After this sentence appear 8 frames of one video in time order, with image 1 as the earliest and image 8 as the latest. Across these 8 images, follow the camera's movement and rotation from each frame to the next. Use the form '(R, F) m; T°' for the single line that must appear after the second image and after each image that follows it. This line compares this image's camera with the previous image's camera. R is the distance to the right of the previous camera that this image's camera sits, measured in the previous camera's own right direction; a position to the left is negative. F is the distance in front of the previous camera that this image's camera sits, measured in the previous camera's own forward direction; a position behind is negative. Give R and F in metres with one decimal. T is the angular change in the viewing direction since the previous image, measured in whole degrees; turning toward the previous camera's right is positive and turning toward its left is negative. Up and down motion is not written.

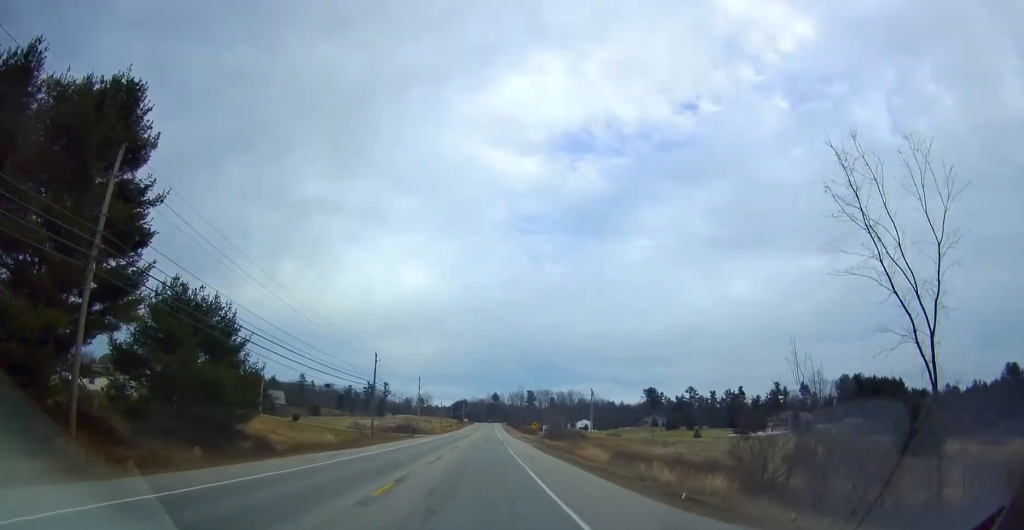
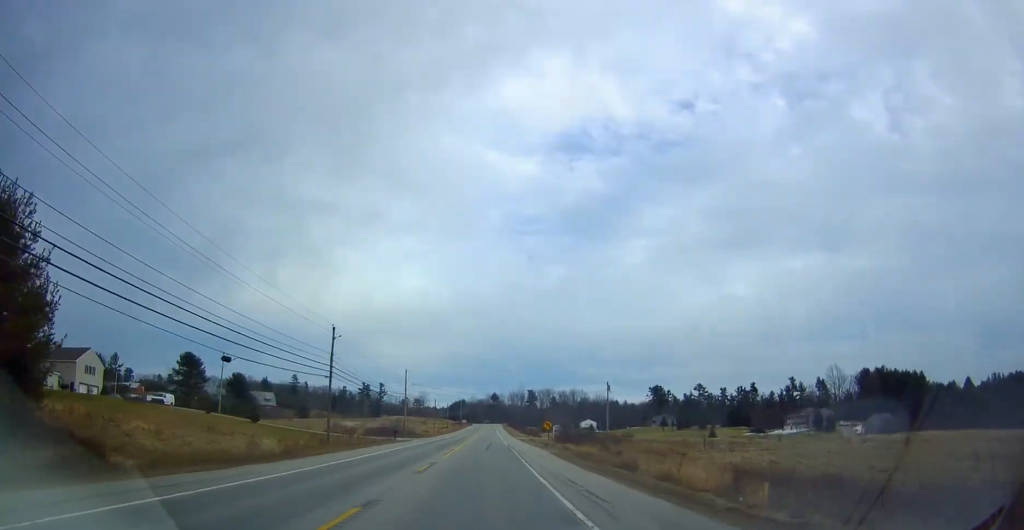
(0.0, +16.7) m; 0°
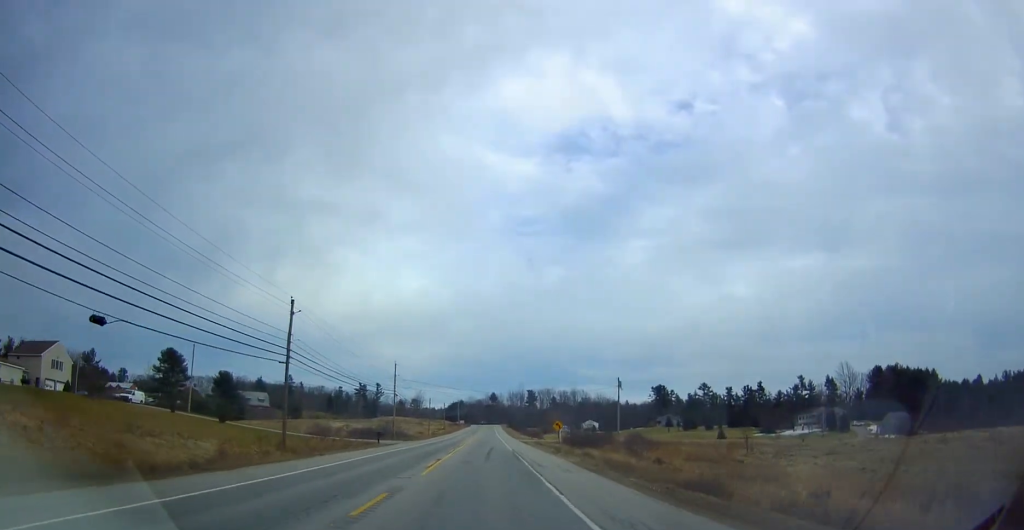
(0.0, +9.4) m; +1°
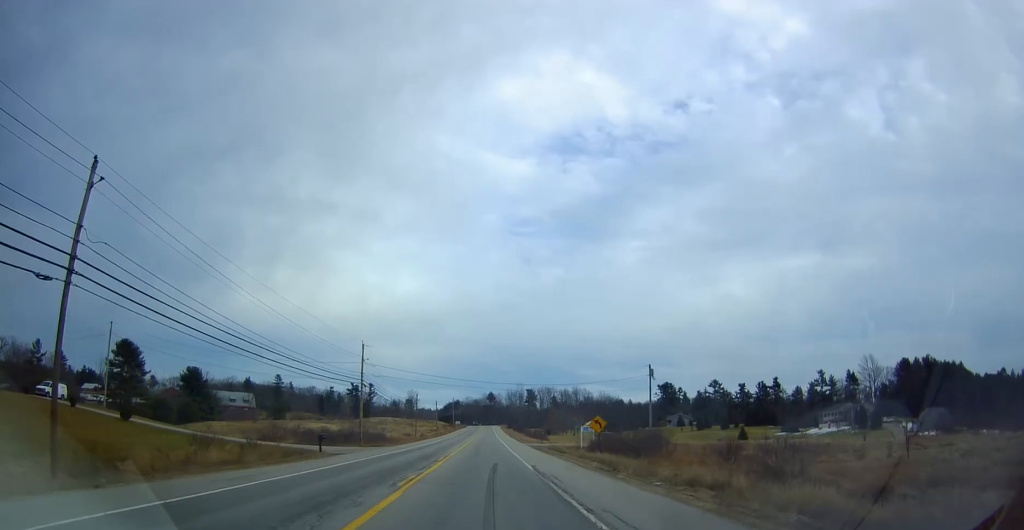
(+0.1, +19.6) m; +1°
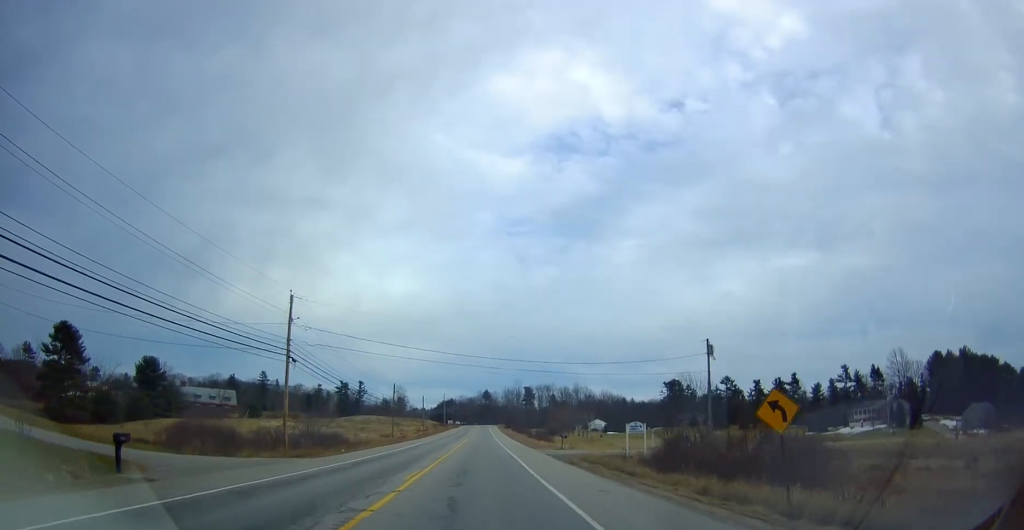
(+0.2, +21.6) m; 0°
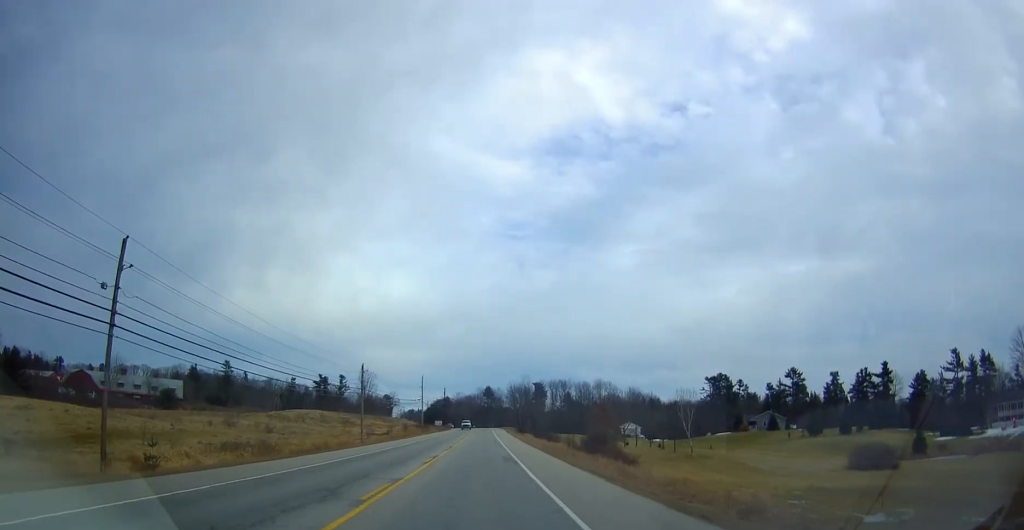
(-0.4, +64.8) m; -1°
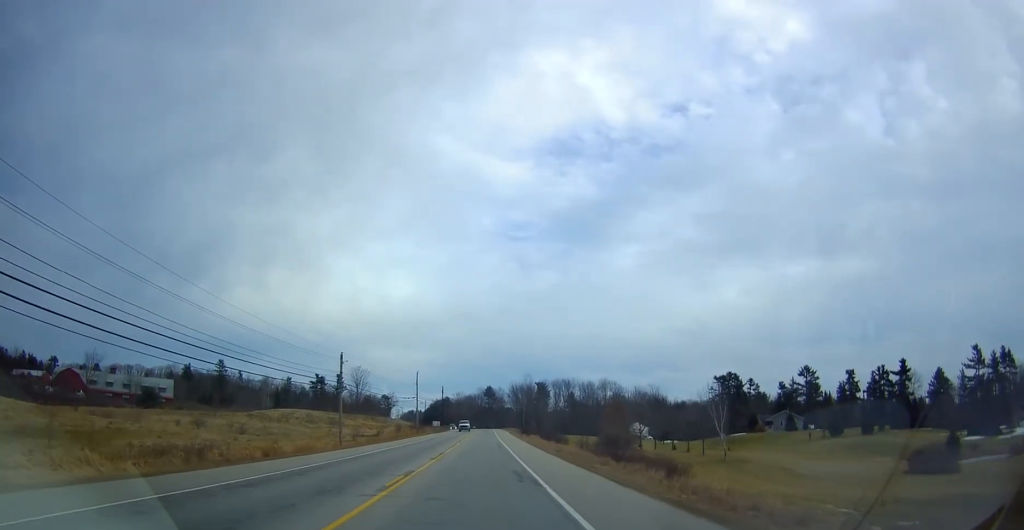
(0.0, +9.9) m; 0°
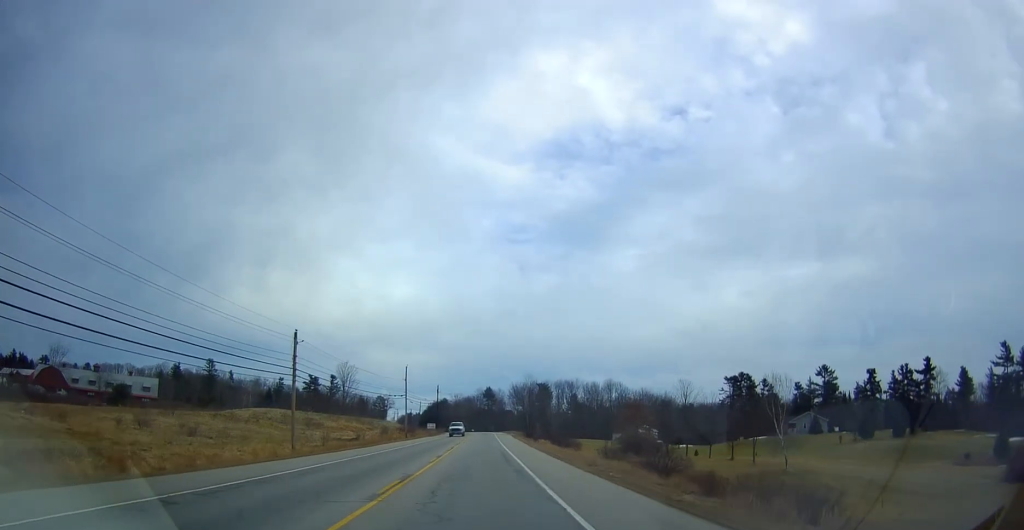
(0.0, +13.3) m; 0°
